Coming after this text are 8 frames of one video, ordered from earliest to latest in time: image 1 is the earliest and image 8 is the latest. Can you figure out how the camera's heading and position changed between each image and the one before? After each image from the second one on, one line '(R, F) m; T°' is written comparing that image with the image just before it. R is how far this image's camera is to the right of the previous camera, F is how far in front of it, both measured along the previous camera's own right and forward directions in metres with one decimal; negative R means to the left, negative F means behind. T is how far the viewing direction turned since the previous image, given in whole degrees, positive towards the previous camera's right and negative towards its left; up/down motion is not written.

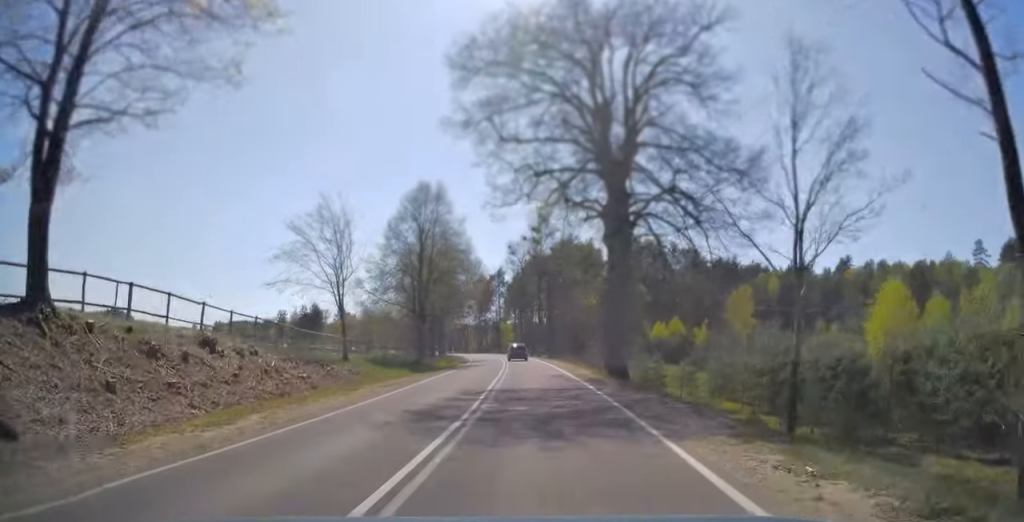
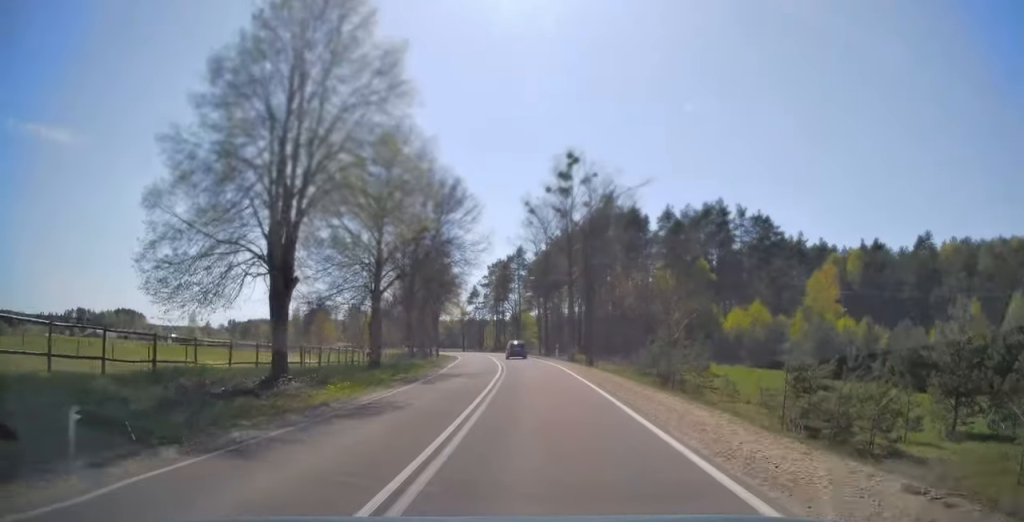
(-1.3, +28.9) m; -4°
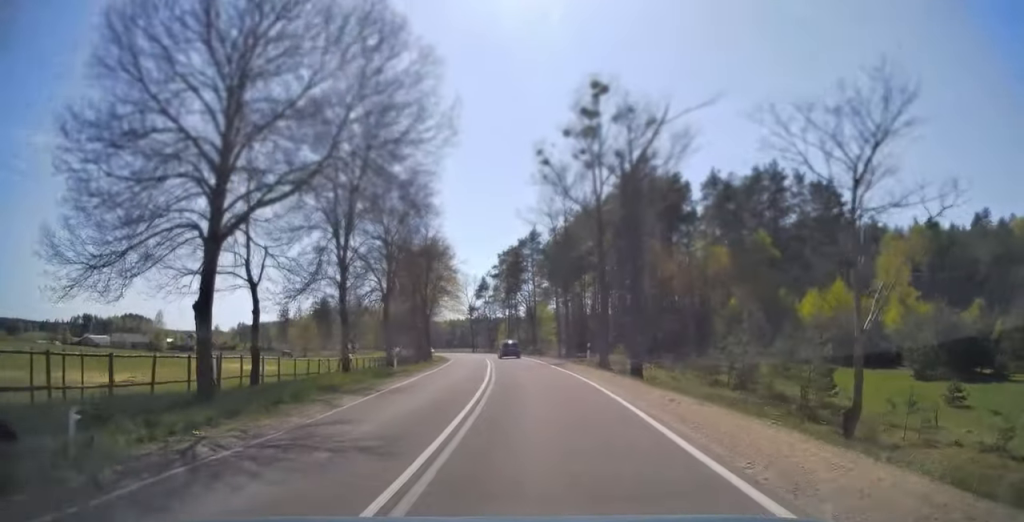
(-0.2, +18.0) m; -2°
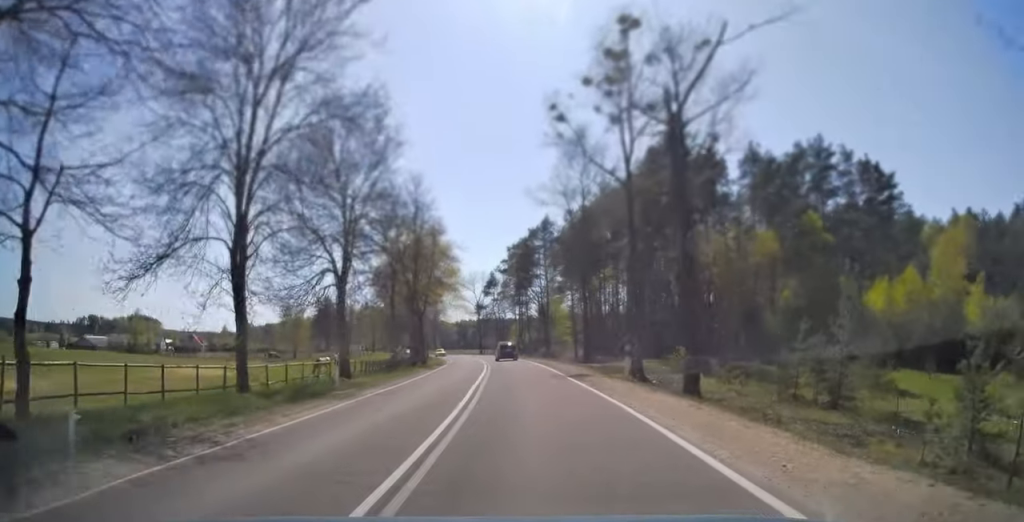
(0.0, +10.6) m; -1°
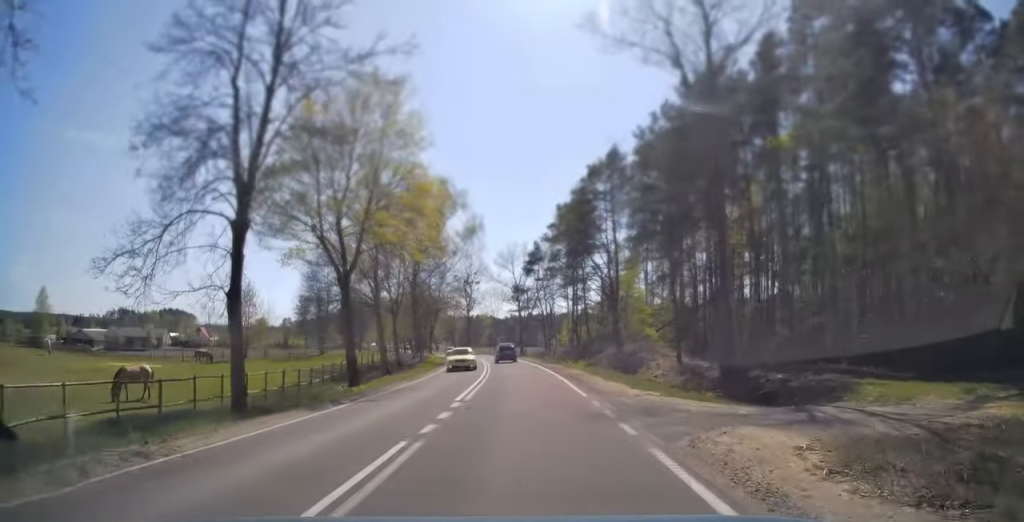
(-1.4, +33.5) m; -5°
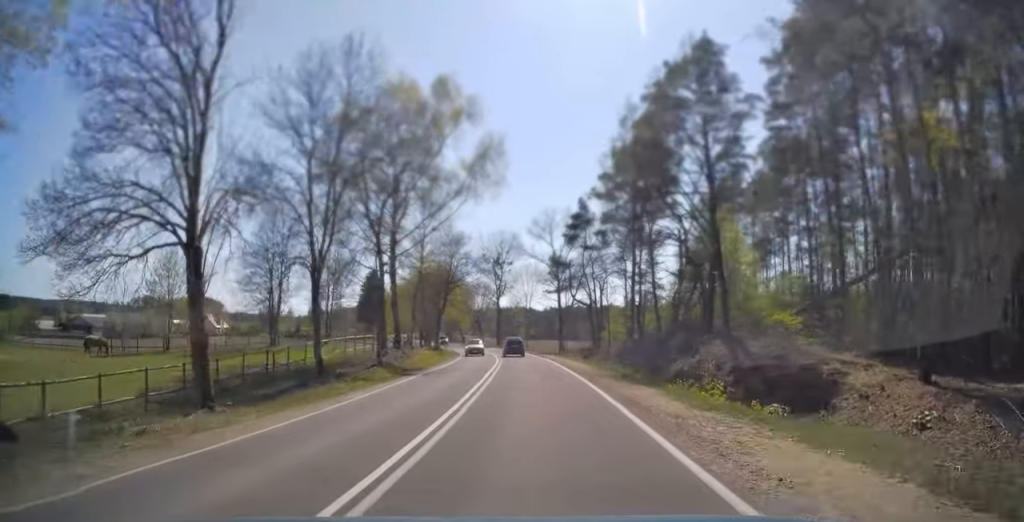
(-0.6, +23.2) m; -3°
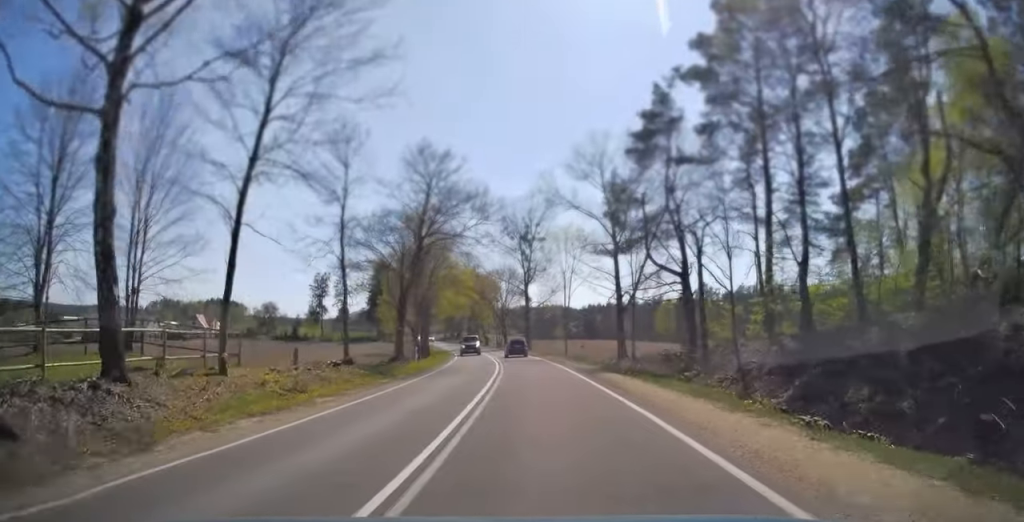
(-1.1, +30.0) m; -4°
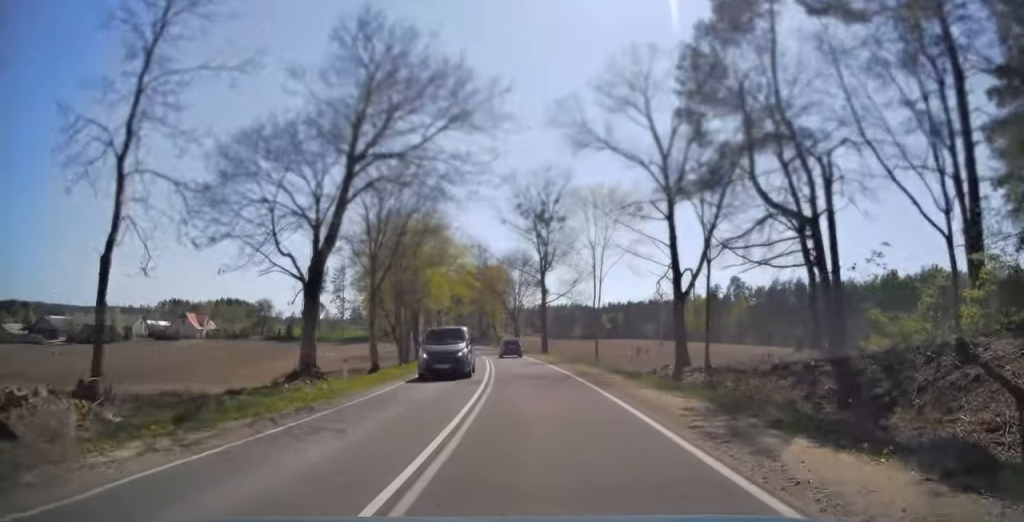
(-0.3, +15.9) m; -2°
